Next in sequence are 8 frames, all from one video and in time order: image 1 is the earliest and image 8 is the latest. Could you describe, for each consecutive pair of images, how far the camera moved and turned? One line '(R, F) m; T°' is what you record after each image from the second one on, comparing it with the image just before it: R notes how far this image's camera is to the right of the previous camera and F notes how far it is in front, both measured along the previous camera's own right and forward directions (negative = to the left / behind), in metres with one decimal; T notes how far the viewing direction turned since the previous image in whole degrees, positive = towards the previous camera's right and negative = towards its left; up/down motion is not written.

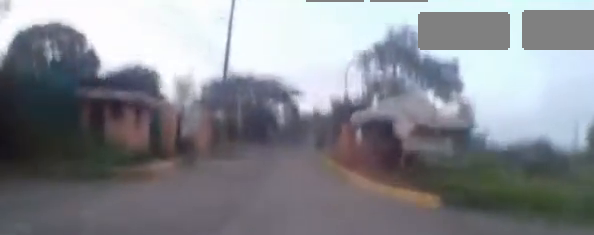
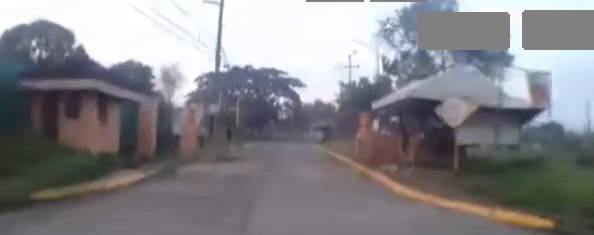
(-0.1, +3.0) m; -1°
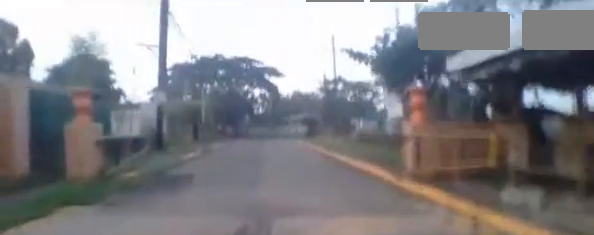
(-0.1, +6.6) m; -1°
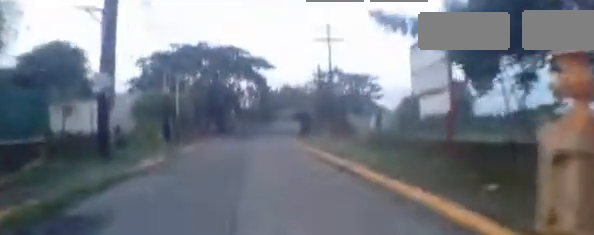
(0.0, +4.3) m; 0°
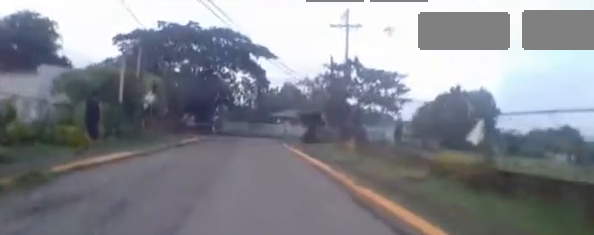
(+0.1, +8.3) m; +5°
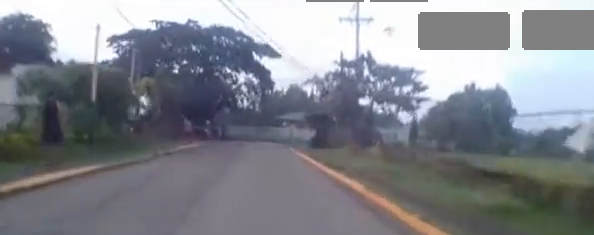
(+0.1, +2.8) m; +1°
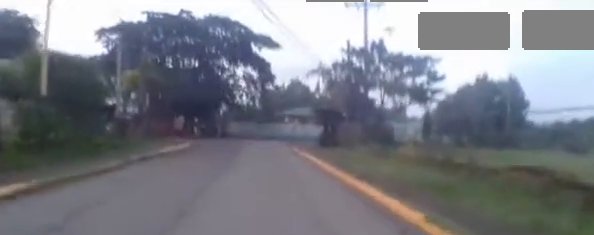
(+0.2, +2.6) m; 0°
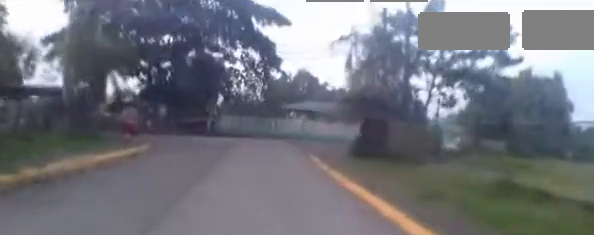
(-0.4, +7.7) m; -4°
